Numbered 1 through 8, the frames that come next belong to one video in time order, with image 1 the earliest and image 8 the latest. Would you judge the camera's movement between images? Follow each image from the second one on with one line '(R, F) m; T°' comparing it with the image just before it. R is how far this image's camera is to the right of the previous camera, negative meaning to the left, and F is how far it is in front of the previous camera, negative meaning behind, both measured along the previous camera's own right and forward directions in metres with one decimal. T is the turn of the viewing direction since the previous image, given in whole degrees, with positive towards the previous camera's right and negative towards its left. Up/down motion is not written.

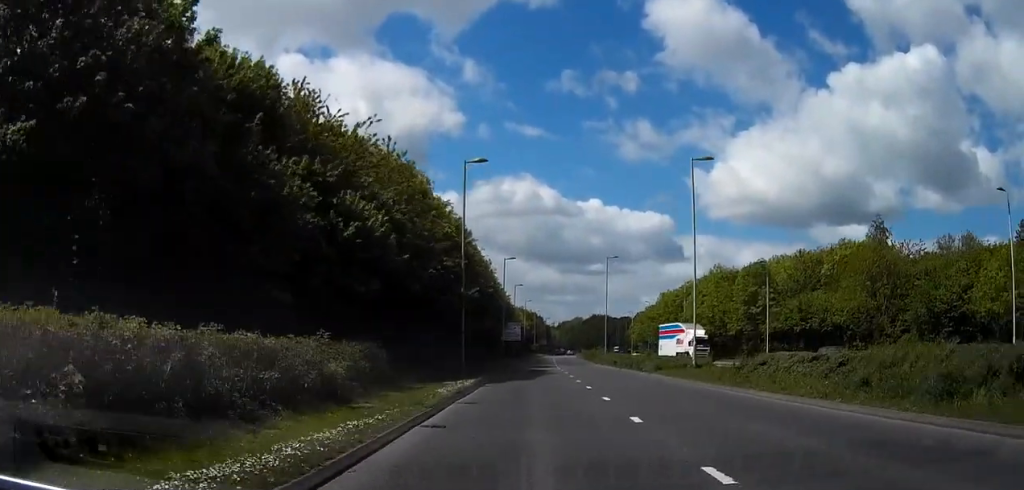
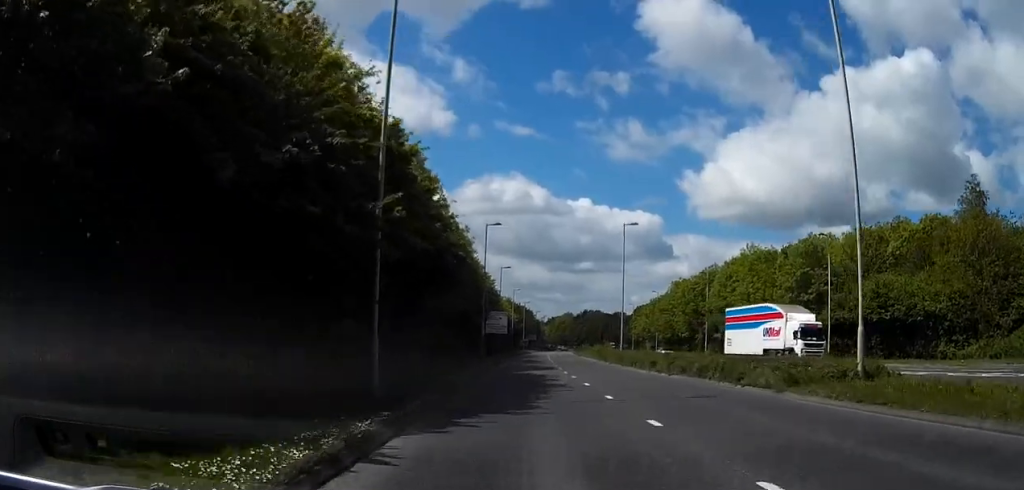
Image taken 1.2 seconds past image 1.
(+0.2, +19.0) m; +2°
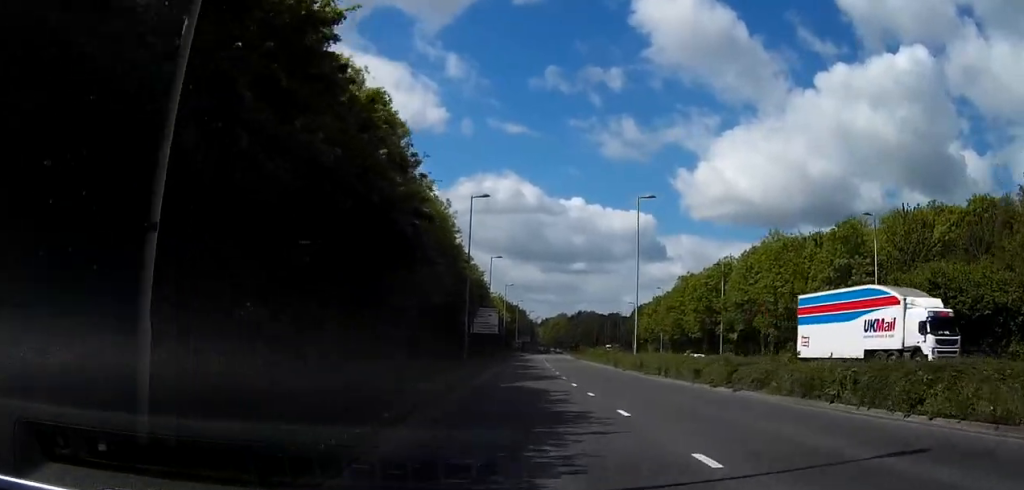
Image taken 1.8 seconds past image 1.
(+0.2, +9.8) m; +1°
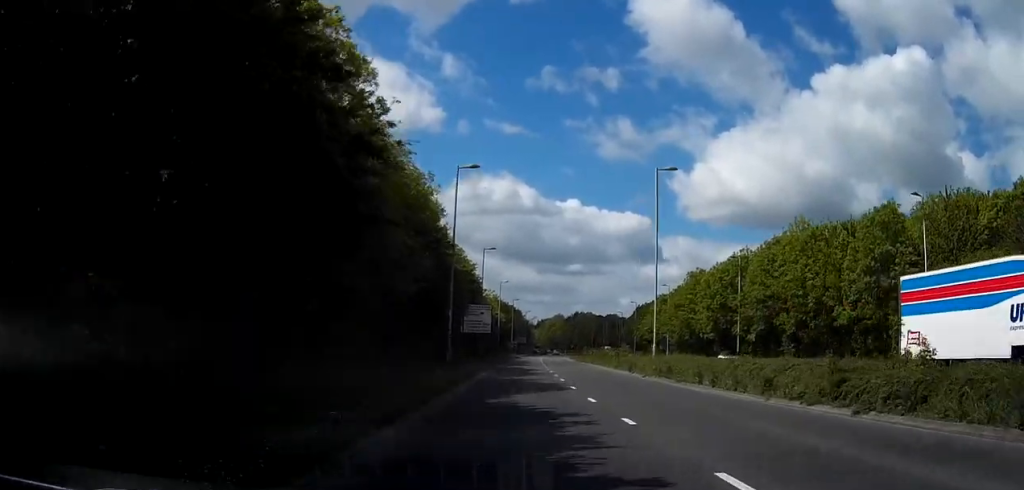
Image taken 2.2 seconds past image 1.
(0.0, +7.6) m; 0°
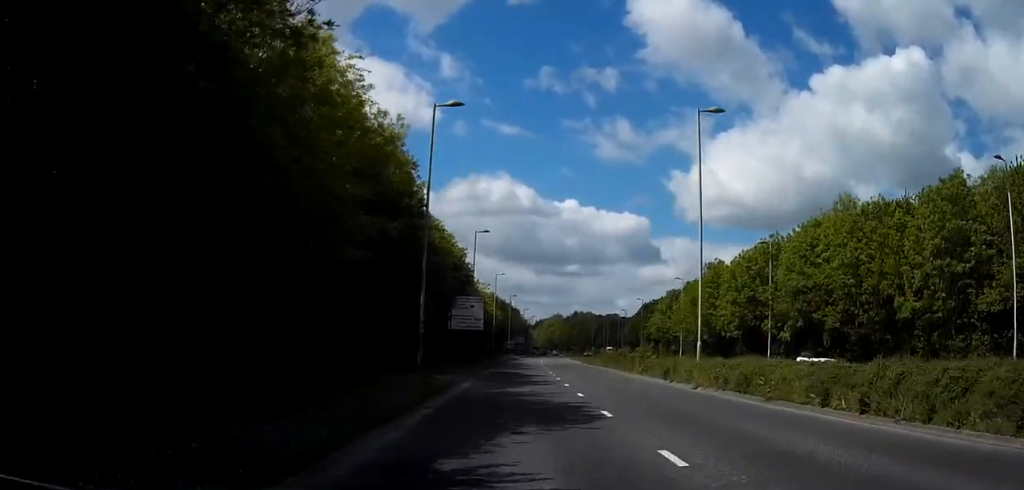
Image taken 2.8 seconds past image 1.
(0.0, +9.8) m; 0°
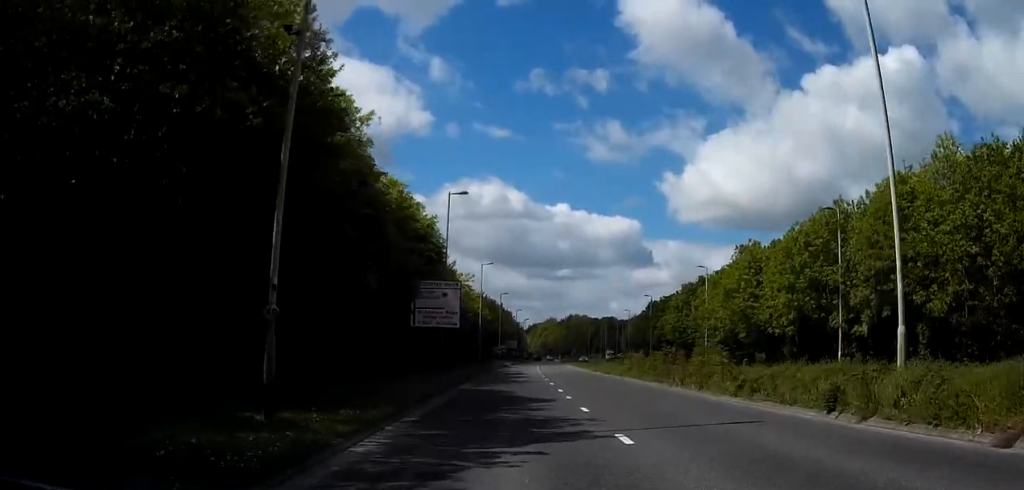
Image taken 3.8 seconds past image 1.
(+0.1, +15.8) m; 0°
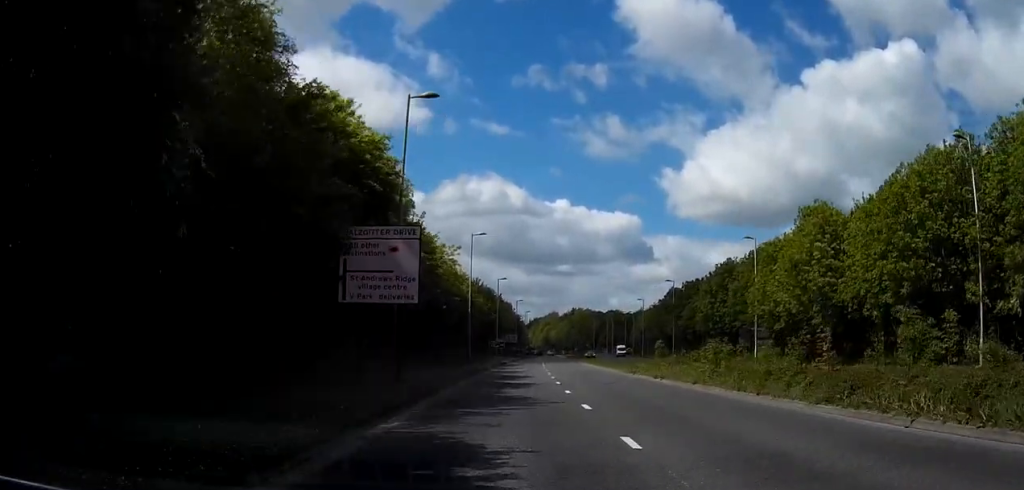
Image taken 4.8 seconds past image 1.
(0.0, +16.3) m; 0°
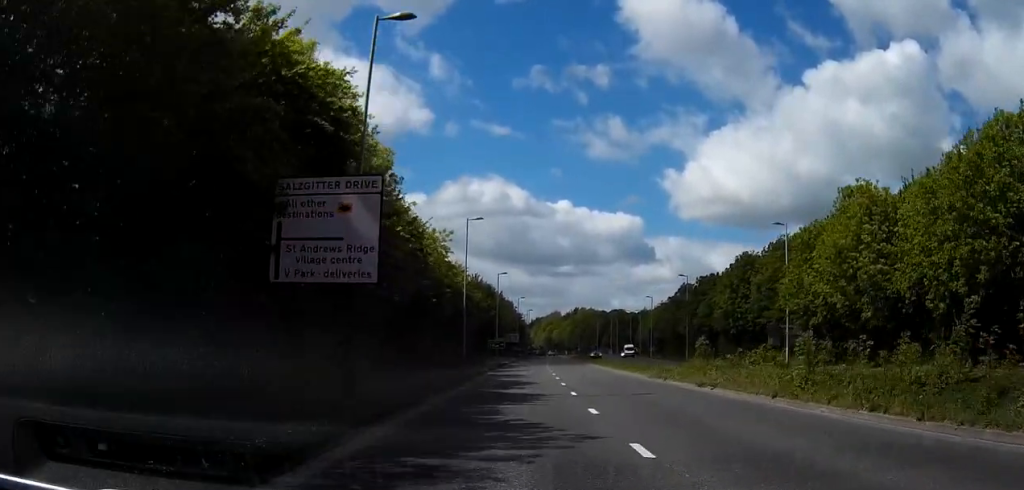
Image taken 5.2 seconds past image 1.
(0.0, +7.0) m; 0°
